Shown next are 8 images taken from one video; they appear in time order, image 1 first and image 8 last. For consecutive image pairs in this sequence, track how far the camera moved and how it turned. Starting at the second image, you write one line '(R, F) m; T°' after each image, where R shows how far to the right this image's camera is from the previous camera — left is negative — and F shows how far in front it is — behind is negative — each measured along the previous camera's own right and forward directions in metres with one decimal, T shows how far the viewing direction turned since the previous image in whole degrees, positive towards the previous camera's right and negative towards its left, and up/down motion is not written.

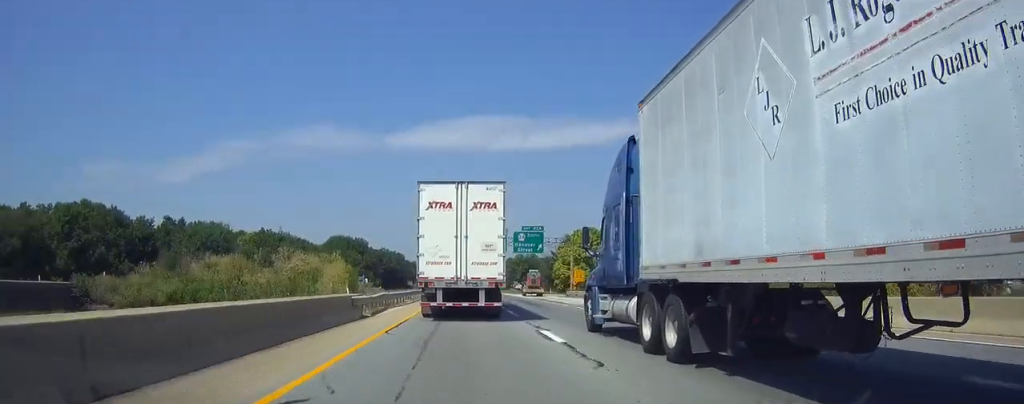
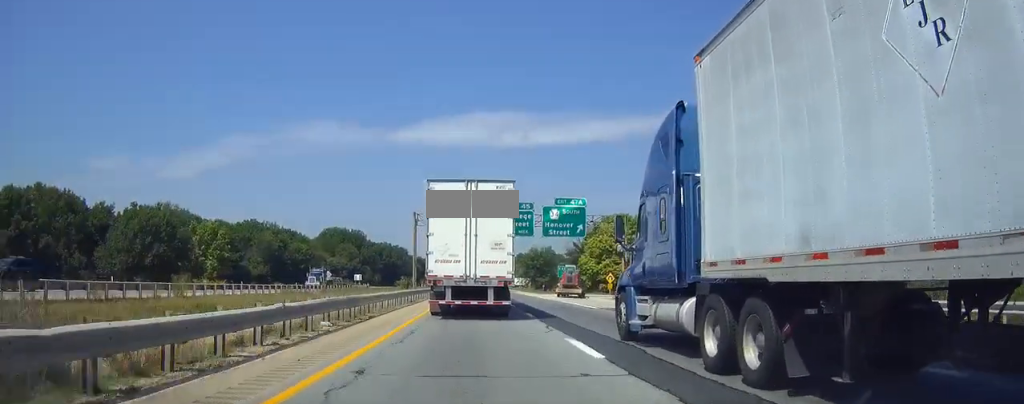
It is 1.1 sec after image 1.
(+0.1, +27.2) m; 0°
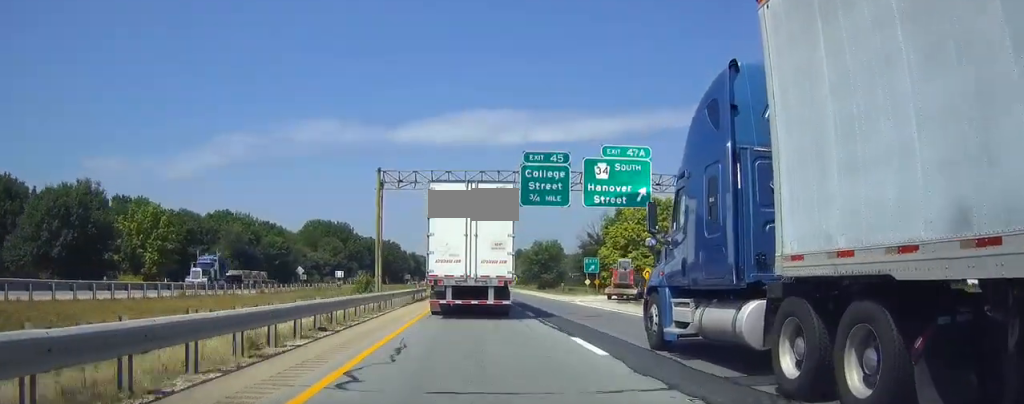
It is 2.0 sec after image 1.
(+0.1, +24.0) m; 0°
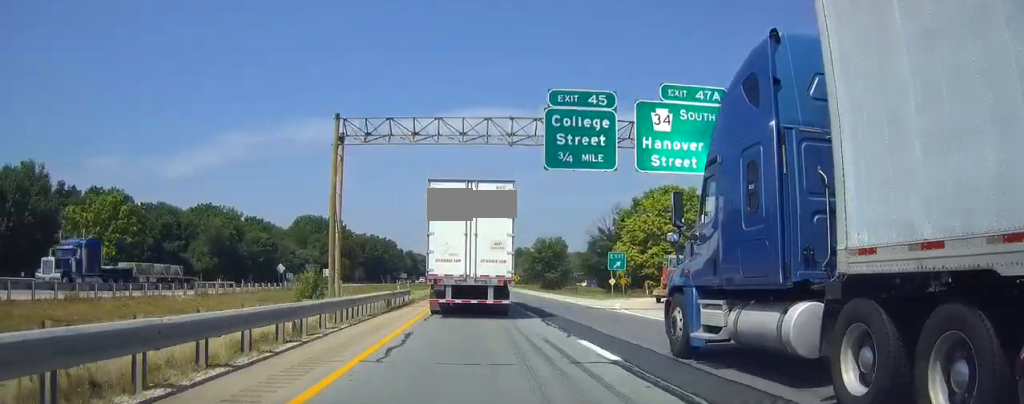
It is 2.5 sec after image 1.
(0.0, +12.9) m; 0°
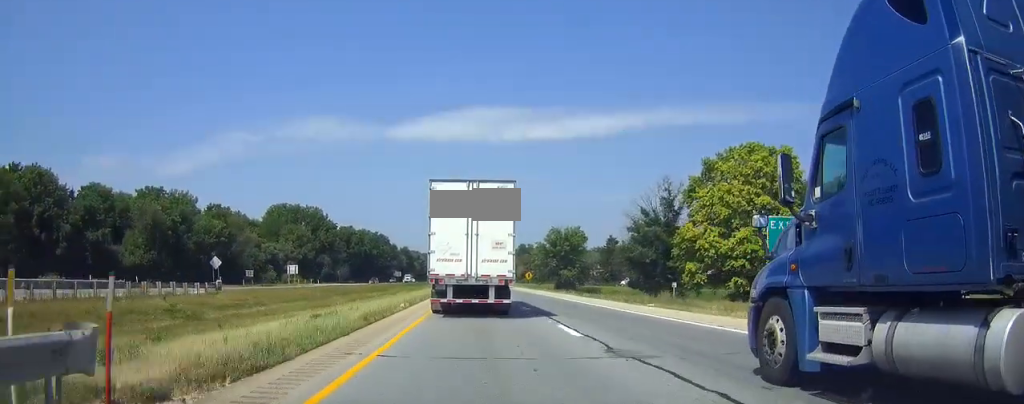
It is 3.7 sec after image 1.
(-0.1, +32.2) m; 0°
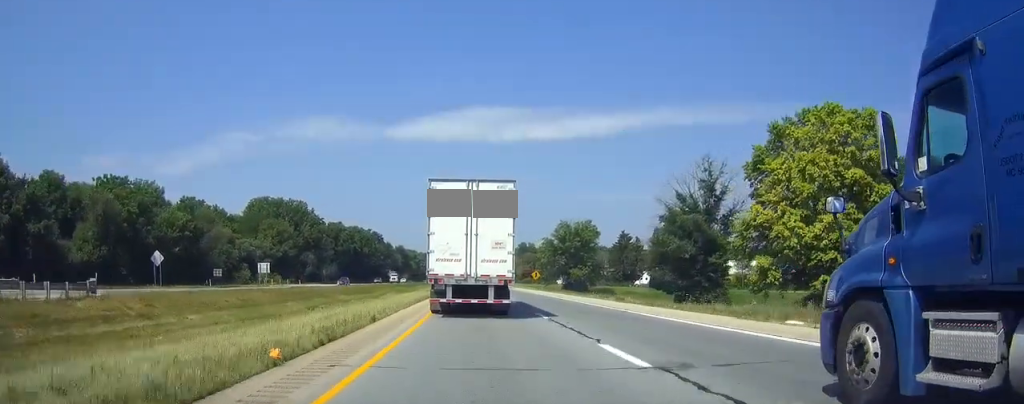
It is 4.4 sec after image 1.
(-0.1, +17.6) m; 0°
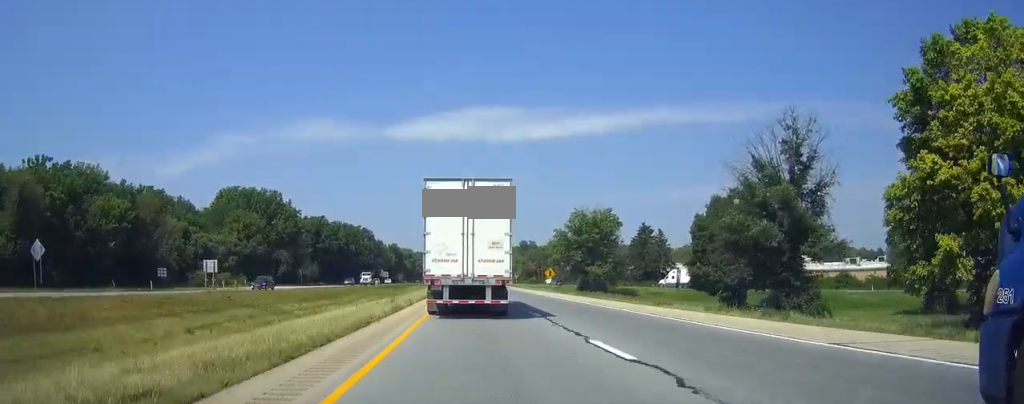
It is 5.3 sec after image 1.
(+0.3, +23.2) m; +1°
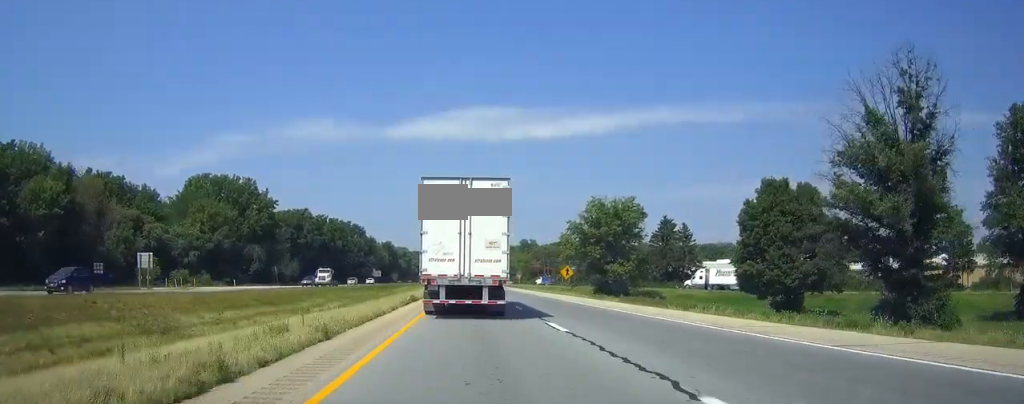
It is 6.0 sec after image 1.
(0.0, +18.9) m; 0°
